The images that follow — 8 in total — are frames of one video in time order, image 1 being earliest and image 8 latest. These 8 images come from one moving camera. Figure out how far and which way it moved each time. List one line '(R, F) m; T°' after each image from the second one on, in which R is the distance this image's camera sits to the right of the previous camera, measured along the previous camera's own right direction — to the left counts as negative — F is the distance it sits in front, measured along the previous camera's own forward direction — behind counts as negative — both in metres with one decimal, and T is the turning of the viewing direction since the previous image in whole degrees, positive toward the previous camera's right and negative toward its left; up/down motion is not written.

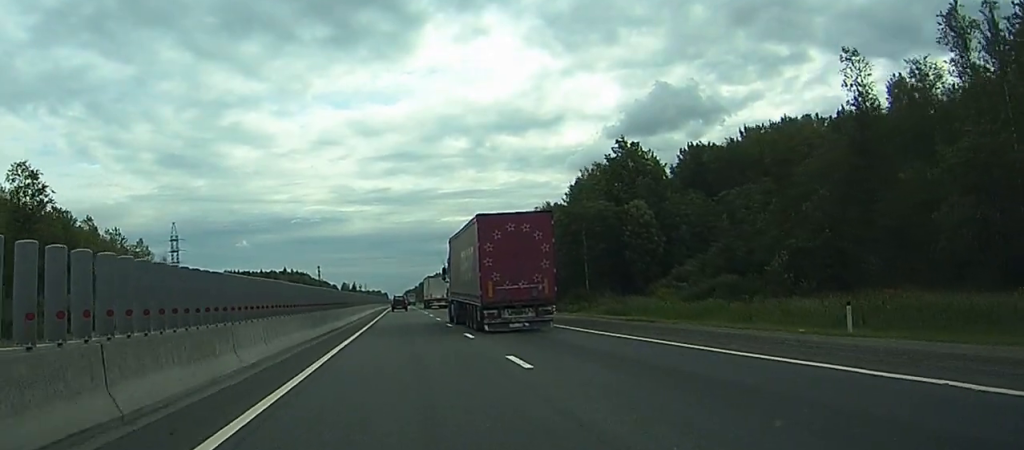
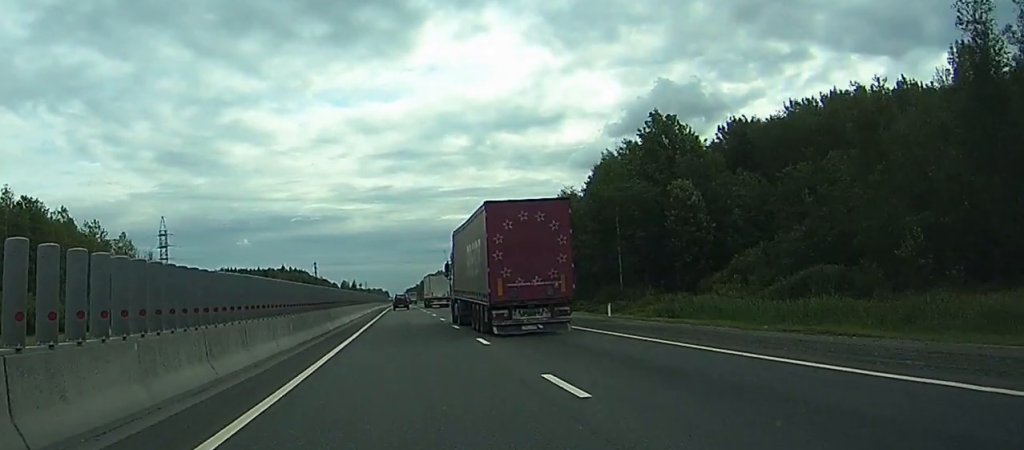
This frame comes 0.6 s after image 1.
(0.0, +16.5) m; 0°
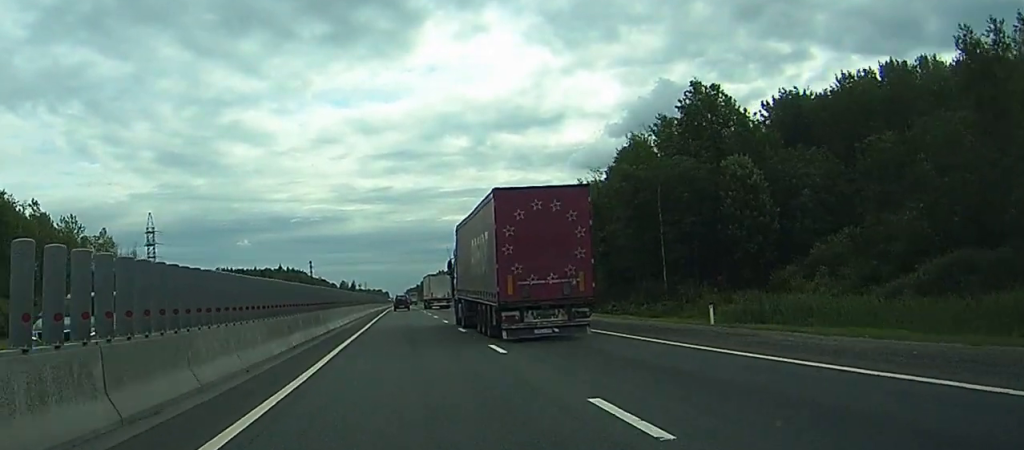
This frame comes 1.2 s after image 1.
(0.0, +15.6) m; 0°
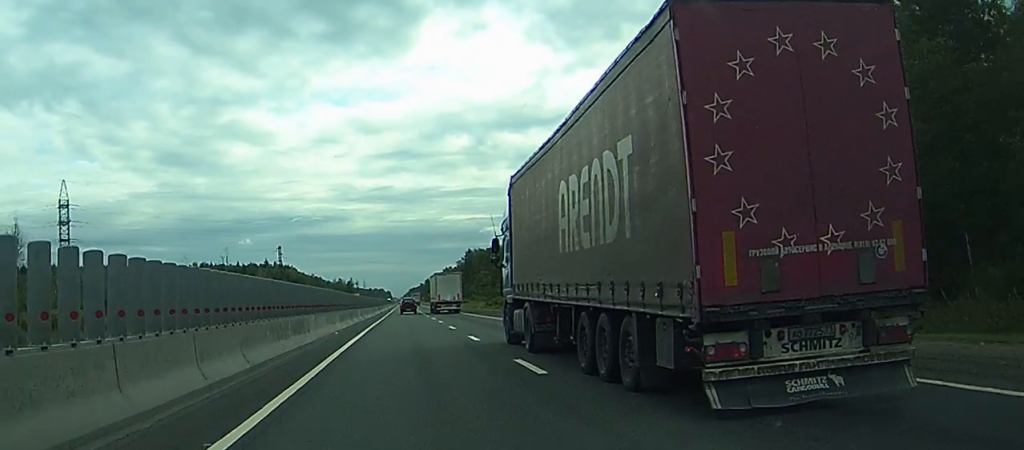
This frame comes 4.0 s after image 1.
(+0.2, +77.9) m; 0°
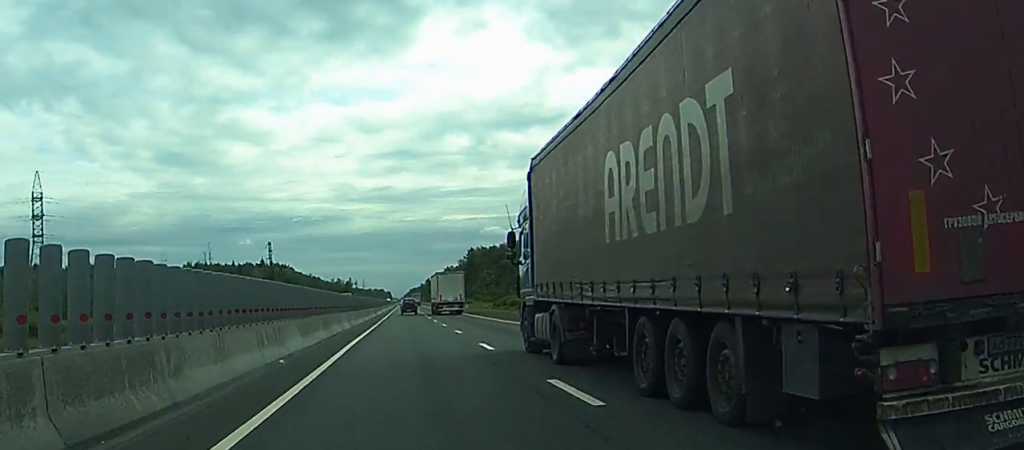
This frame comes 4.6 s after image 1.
(-0.1, +16.1) m; 0°
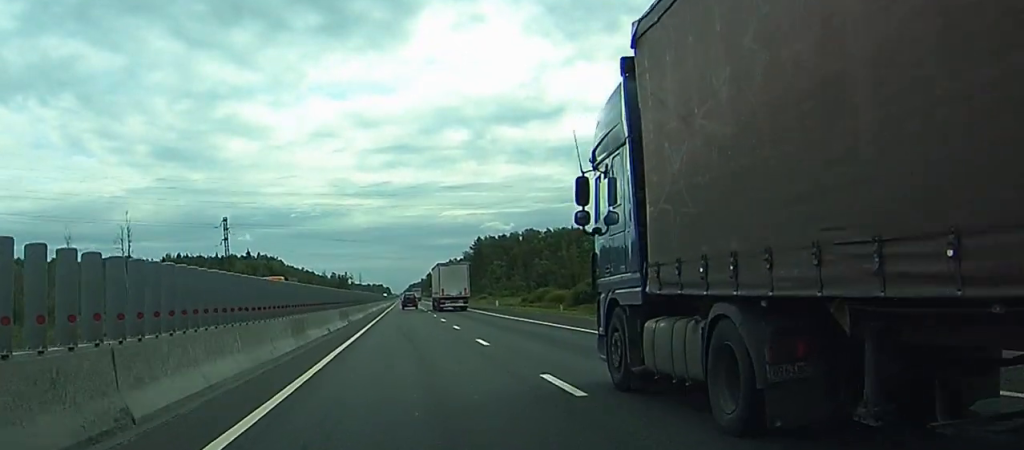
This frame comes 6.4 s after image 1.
(+0.1, +47.0) m; 0°
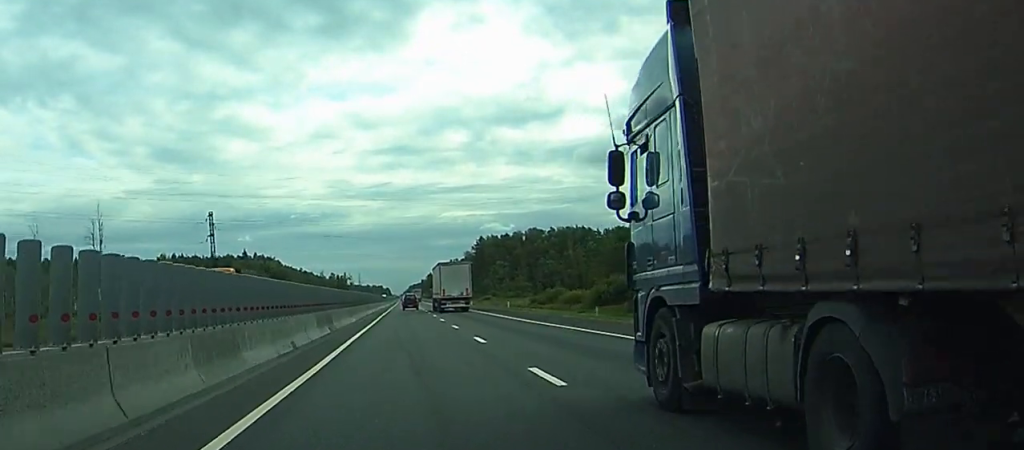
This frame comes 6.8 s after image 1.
(0.0, +10.6) m; 0°
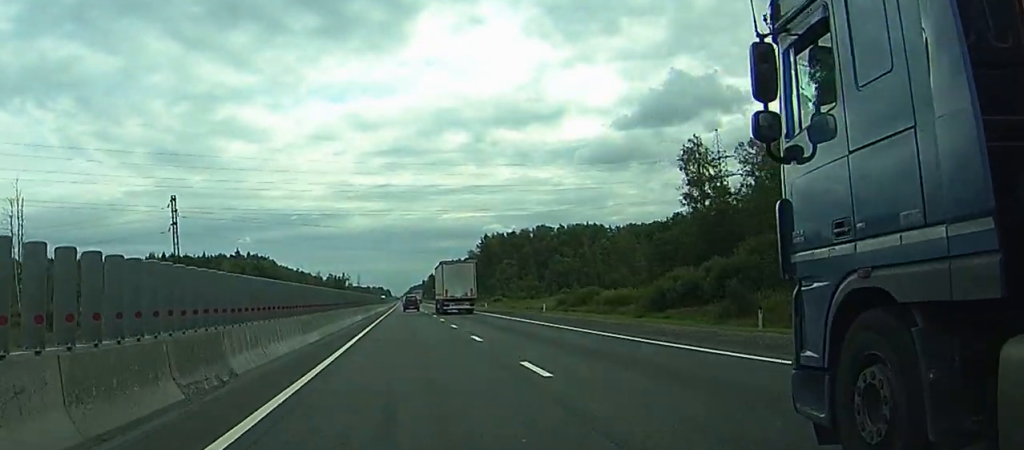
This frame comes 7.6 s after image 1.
(+0.1, +22.0) m; 0°
